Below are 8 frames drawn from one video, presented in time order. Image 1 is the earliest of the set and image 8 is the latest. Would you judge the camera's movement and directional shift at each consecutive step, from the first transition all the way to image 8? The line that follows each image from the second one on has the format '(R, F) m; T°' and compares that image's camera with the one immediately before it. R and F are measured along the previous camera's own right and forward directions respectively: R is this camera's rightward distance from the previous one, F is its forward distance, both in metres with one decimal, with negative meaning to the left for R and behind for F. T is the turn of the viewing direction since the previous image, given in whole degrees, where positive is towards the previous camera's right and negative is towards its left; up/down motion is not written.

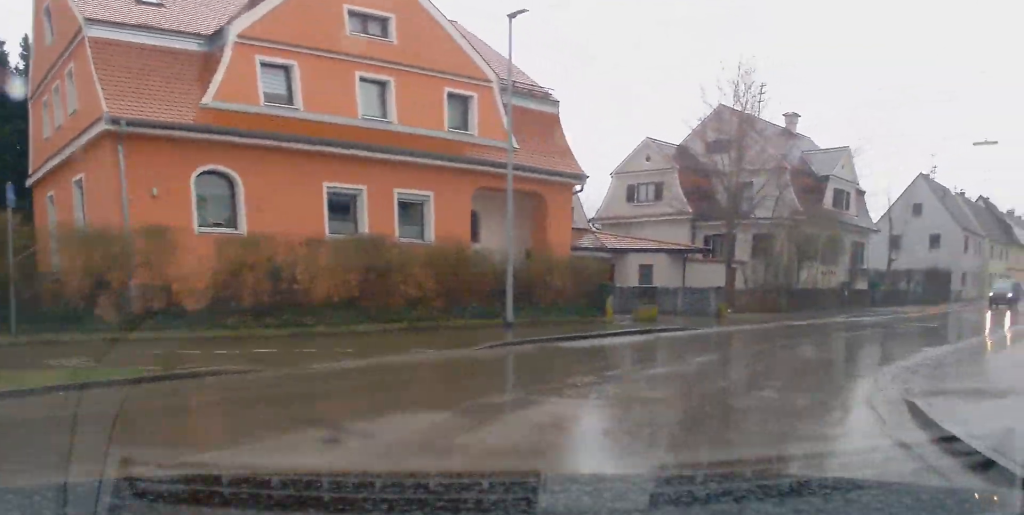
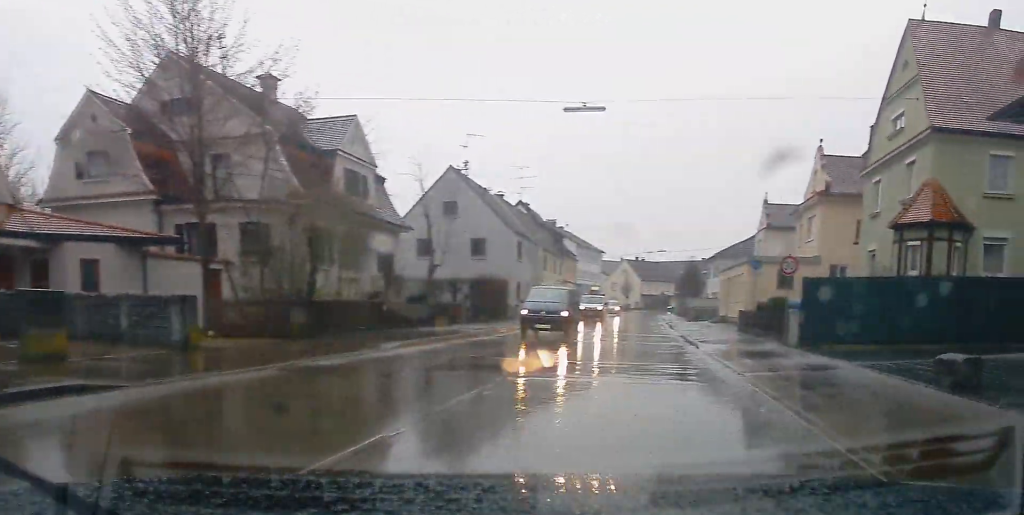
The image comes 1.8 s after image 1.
(+1.6, +10.7) m; +16°
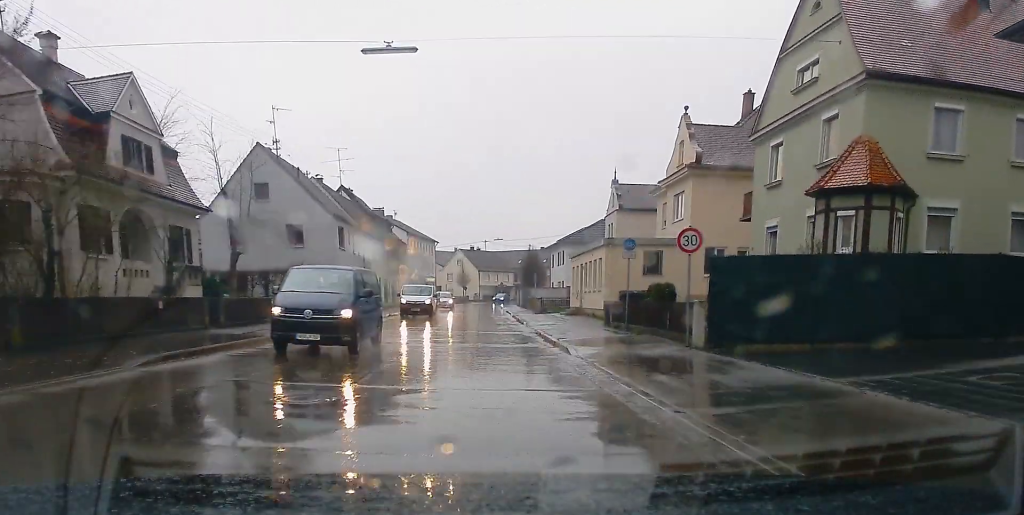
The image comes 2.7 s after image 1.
(+0.8, +5.9) m; +9°
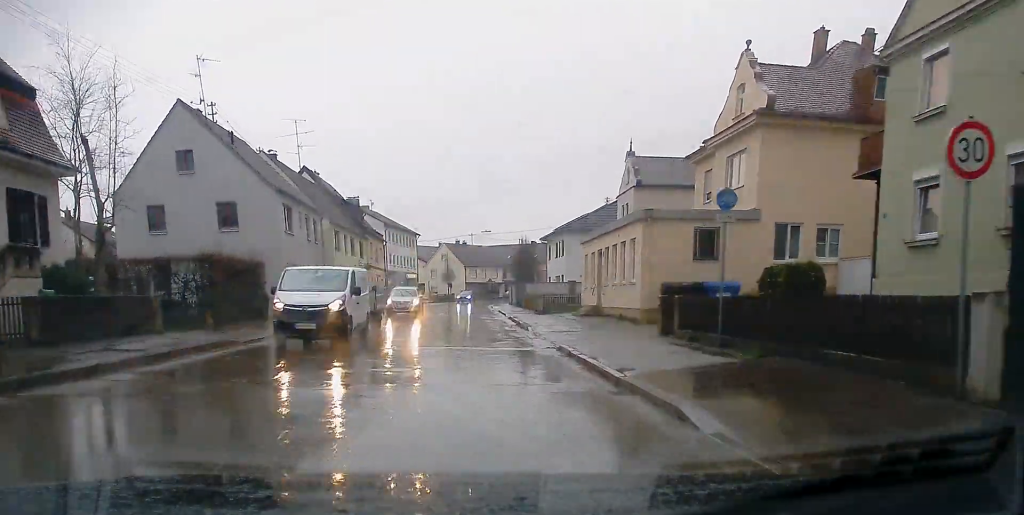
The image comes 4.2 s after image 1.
(+1.1, +11.0) m; +6°
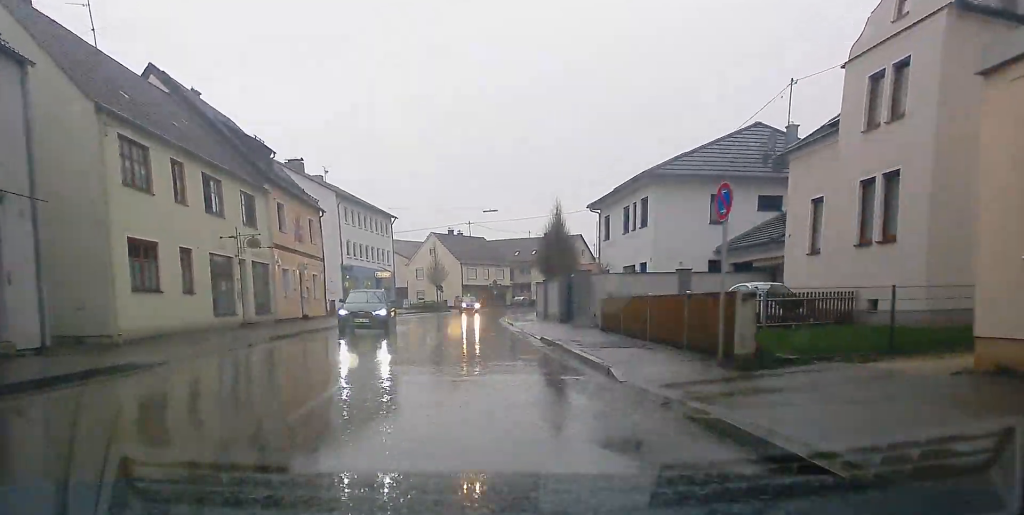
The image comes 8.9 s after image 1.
(+1.0, +34.4) m; +2°
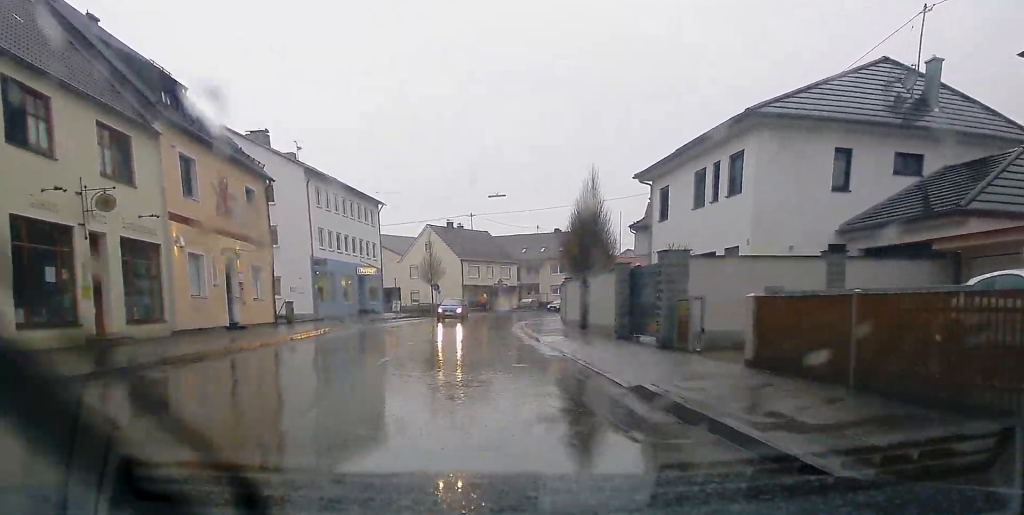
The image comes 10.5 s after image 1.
(0.0, +12.6) m; +1°
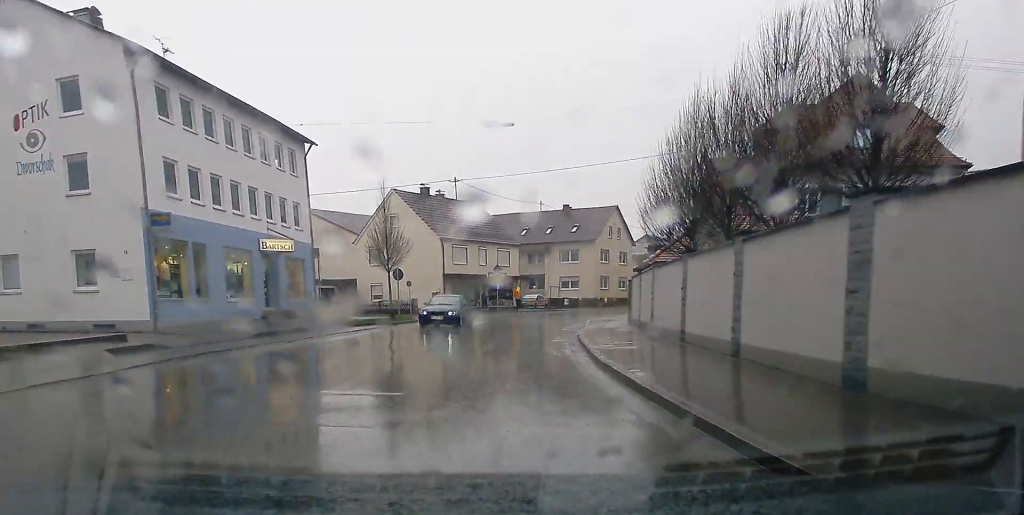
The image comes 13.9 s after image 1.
(+0.6, +25.2) m; +3°
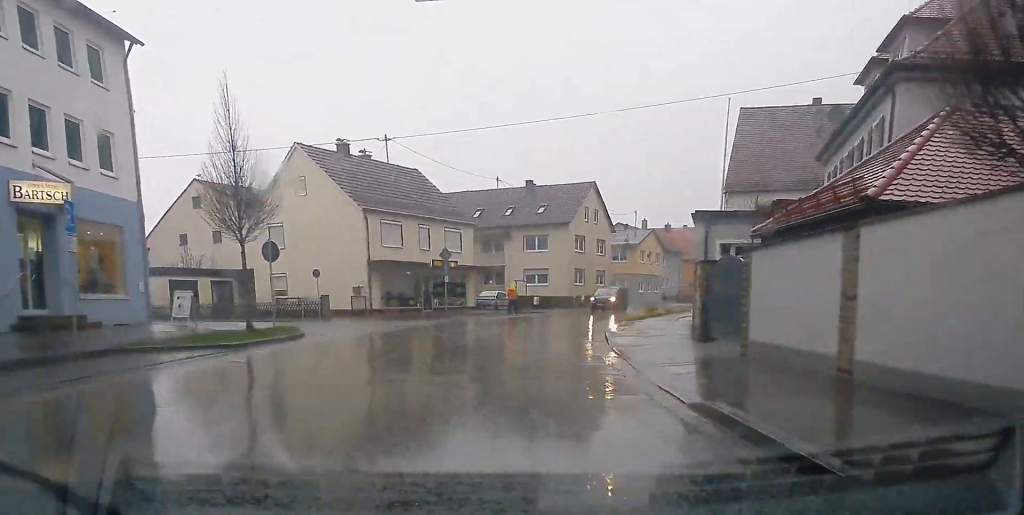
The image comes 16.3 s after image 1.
(+0.3, +17.5) m; +5°
